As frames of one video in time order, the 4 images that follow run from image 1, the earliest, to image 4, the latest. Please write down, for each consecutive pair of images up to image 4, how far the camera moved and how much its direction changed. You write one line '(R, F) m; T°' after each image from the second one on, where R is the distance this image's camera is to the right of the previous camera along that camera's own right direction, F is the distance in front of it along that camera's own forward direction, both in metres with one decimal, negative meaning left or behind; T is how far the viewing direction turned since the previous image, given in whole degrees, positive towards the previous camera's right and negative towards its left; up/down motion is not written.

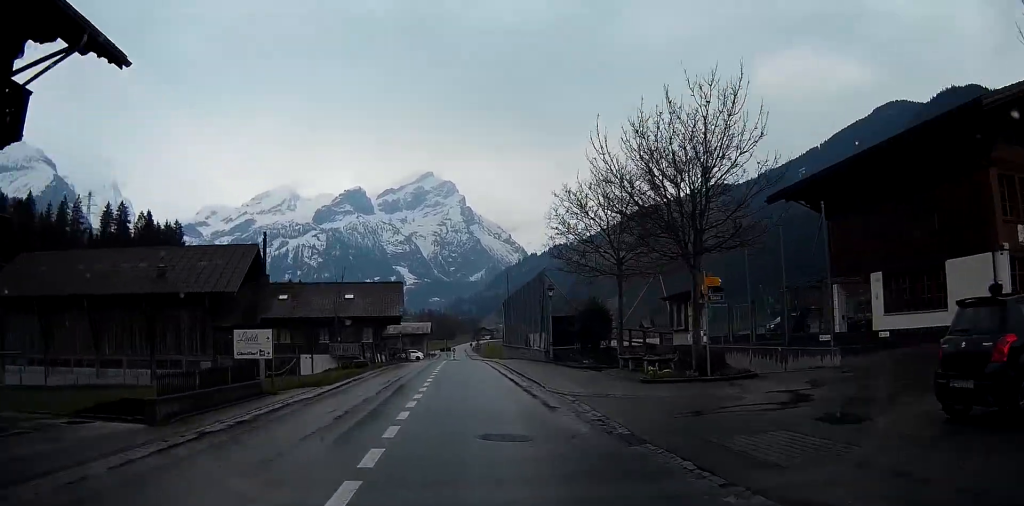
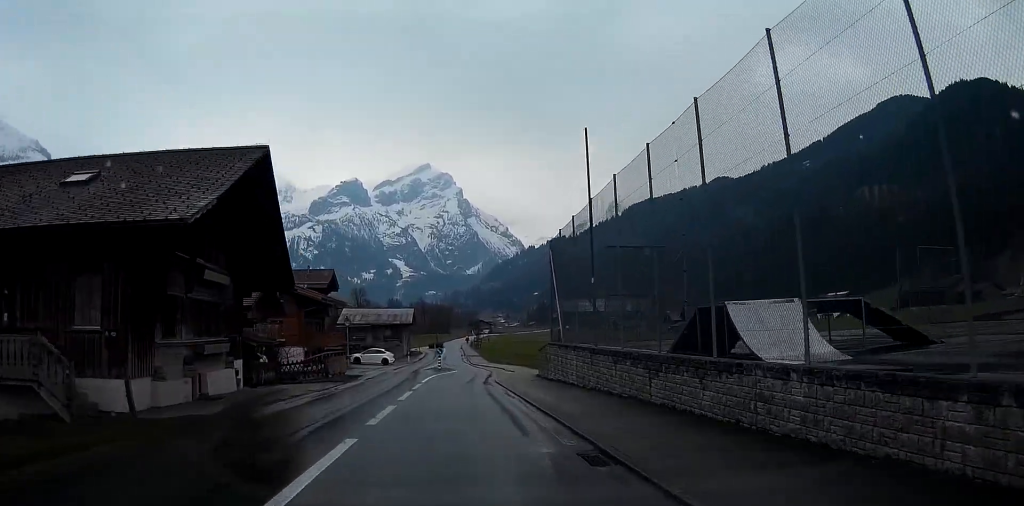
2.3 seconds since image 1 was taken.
(+0.3, +40.8) m; +1°
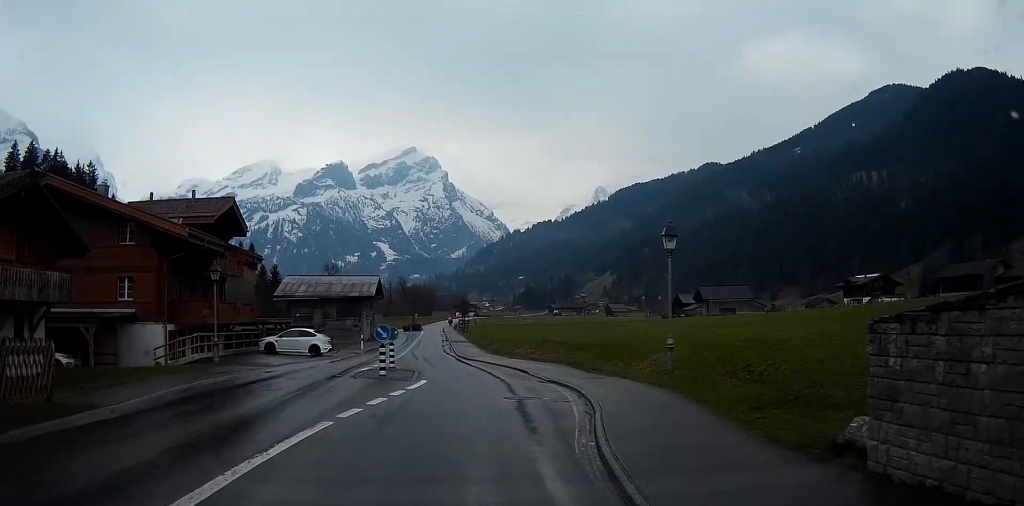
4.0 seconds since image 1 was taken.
(+0.1, +27.6) m; 0°
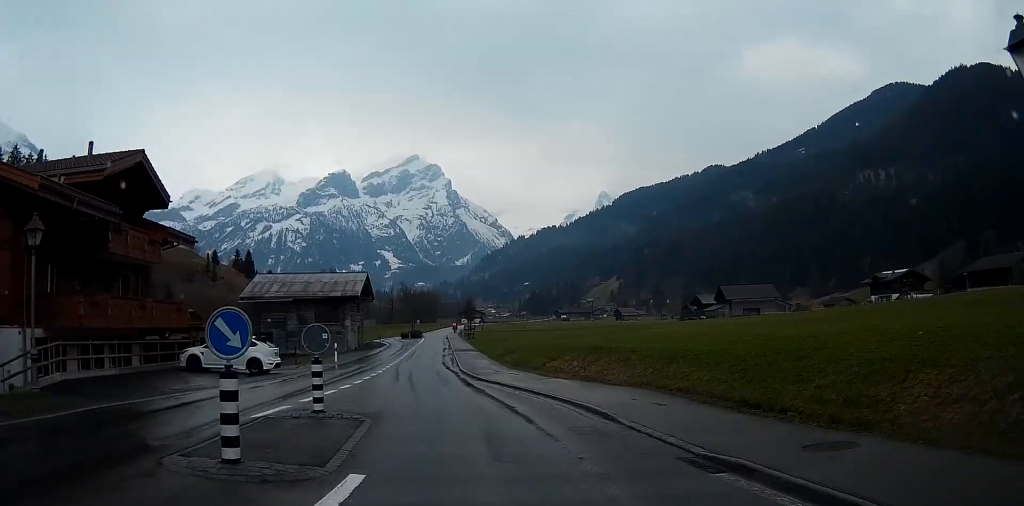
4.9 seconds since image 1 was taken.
(+0.1, +13.2) m; -1°
